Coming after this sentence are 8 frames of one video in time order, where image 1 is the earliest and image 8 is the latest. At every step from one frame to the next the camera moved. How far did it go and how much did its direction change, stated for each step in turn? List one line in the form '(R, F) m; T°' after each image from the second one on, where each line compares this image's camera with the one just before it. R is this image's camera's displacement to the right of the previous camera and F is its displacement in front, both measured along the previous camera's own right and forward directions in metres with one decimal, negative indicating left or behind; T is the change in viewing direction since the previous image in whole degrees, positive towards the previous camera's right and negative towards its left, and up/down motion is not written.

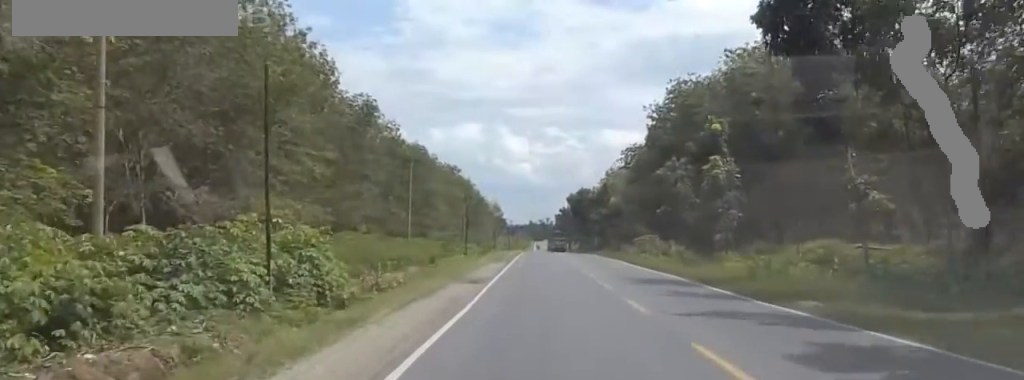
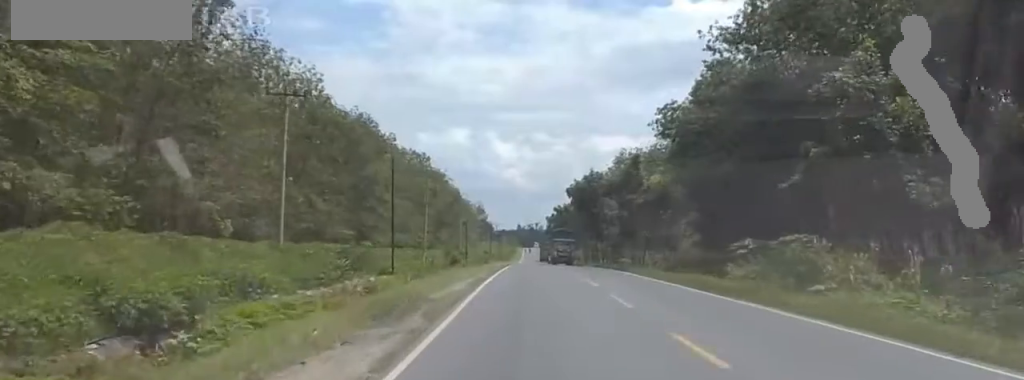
(-0.5, +40.1) m; 0°
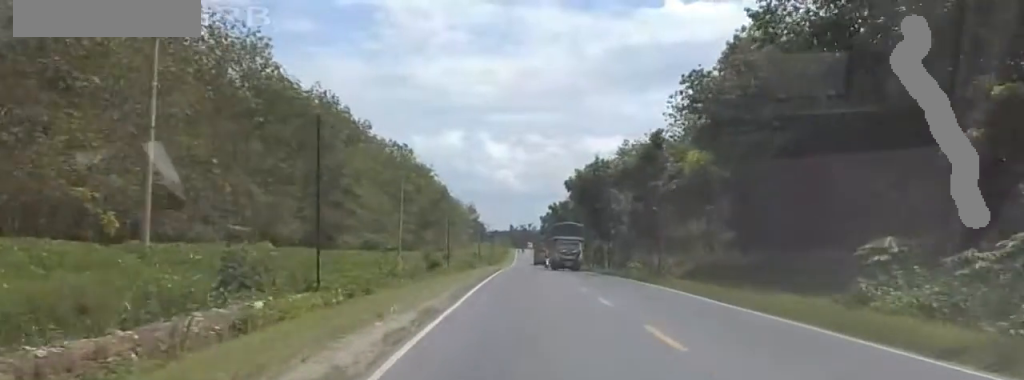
(+0.4, +14.5) m; 0°
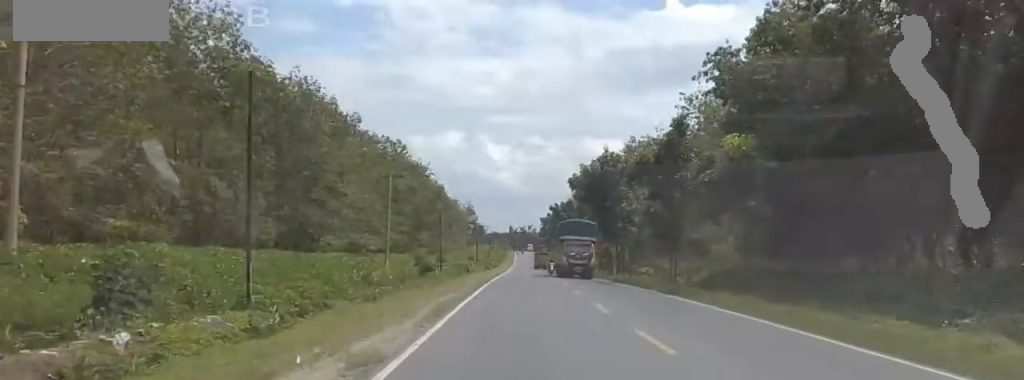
(-0.1, +7.6) m; 0°
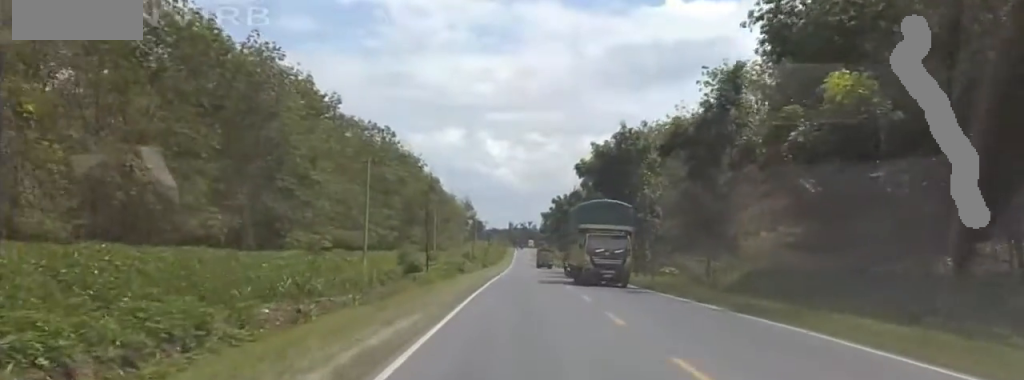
(-0.3, +11.4) m; 0°
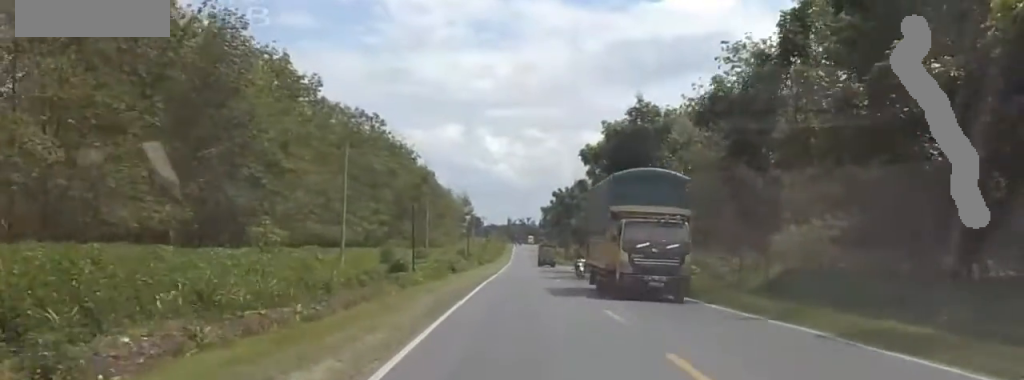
(+0.3, +8.1) m; +1°
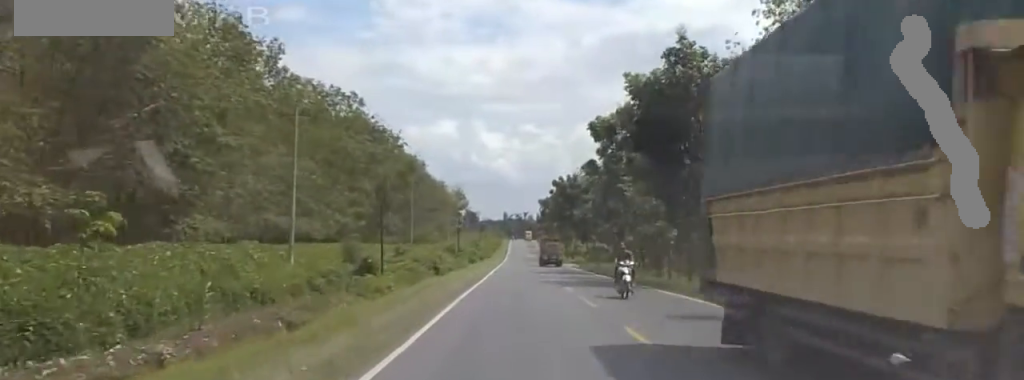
(+0.1, +12.5) m; 0°
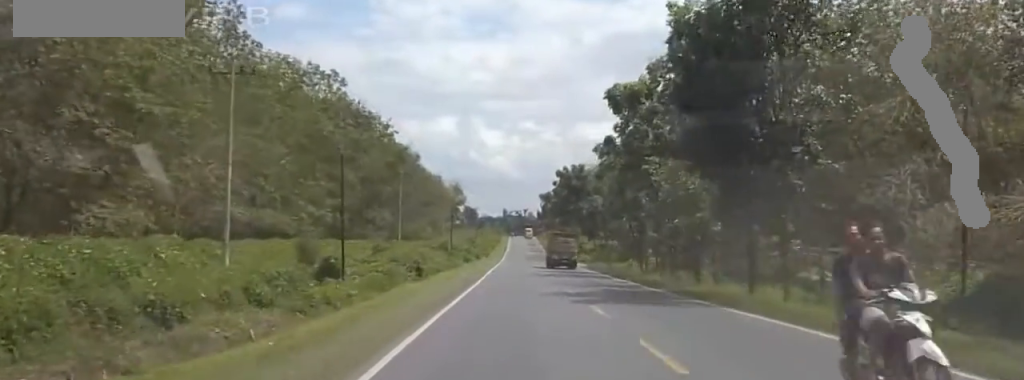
(-0.1, +10.6) m; -1°
